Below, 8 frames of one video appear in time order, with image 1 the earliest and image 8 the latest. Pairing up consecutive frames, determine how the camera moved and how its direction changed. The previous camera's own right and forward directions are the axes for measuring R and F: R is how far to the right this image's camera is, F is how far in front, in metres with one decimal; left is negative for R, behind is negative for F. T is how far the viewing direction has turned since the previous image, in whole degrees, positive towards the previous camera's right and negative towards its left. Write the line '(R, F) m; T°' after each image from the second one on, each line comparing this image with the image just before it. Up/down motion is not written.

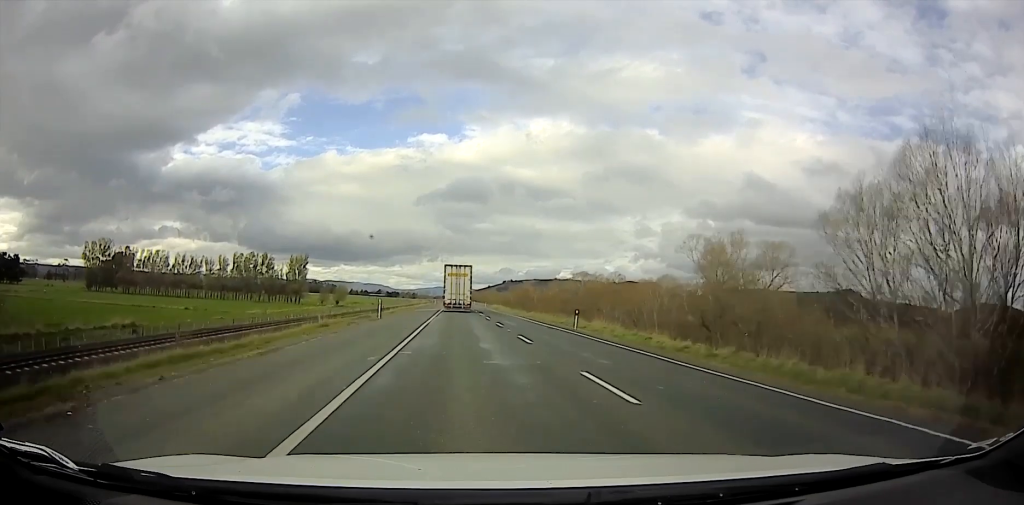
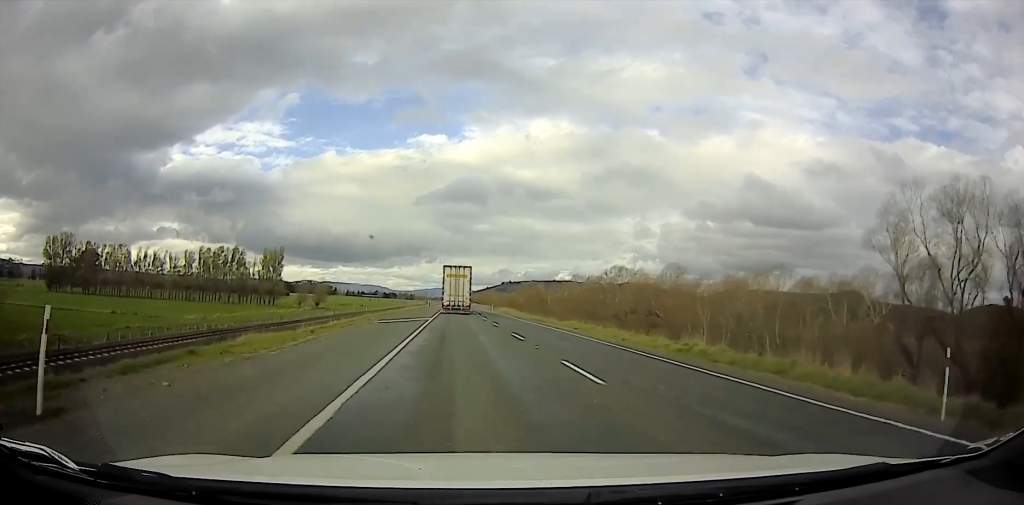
(-0.3, +18.8) m; 0°
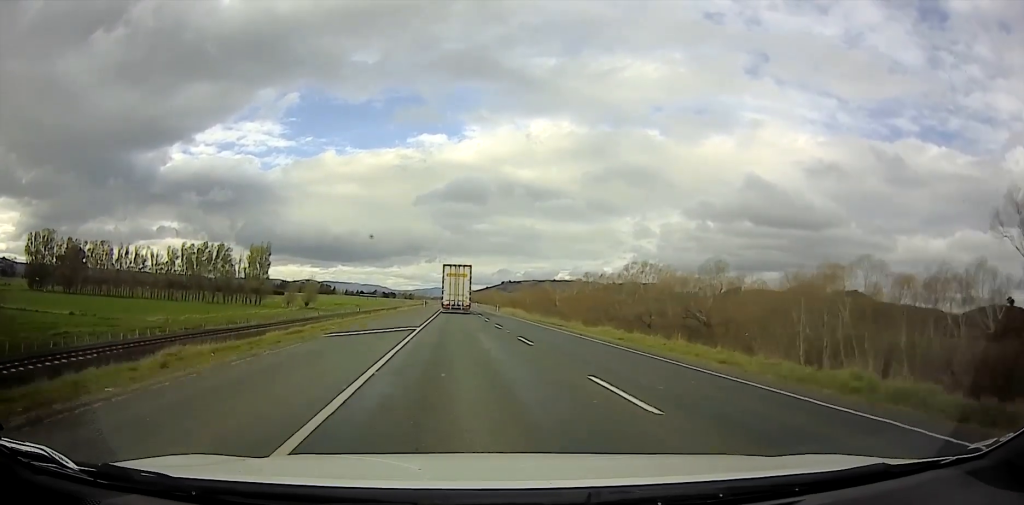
(0.0, +8.4) m; +1°
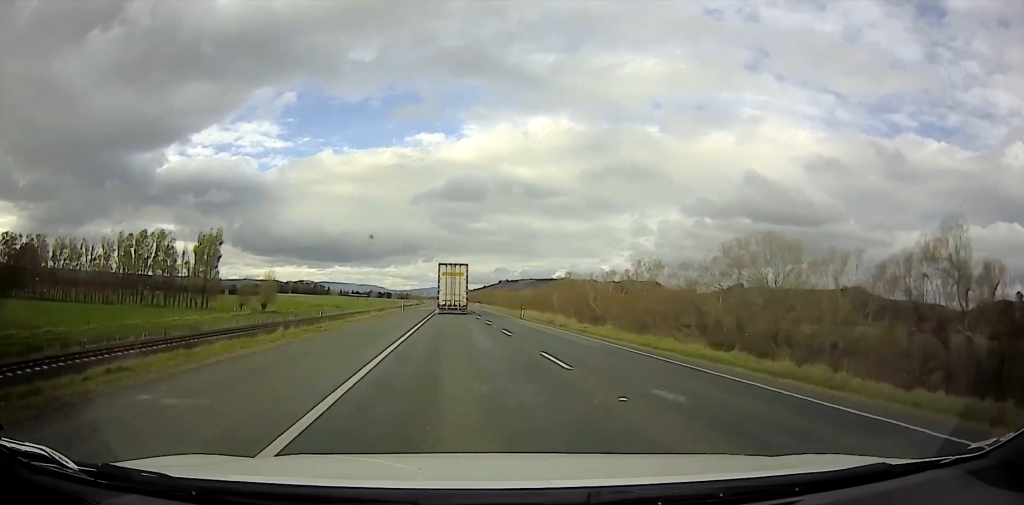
(+0.4, +33.0) m; +1°
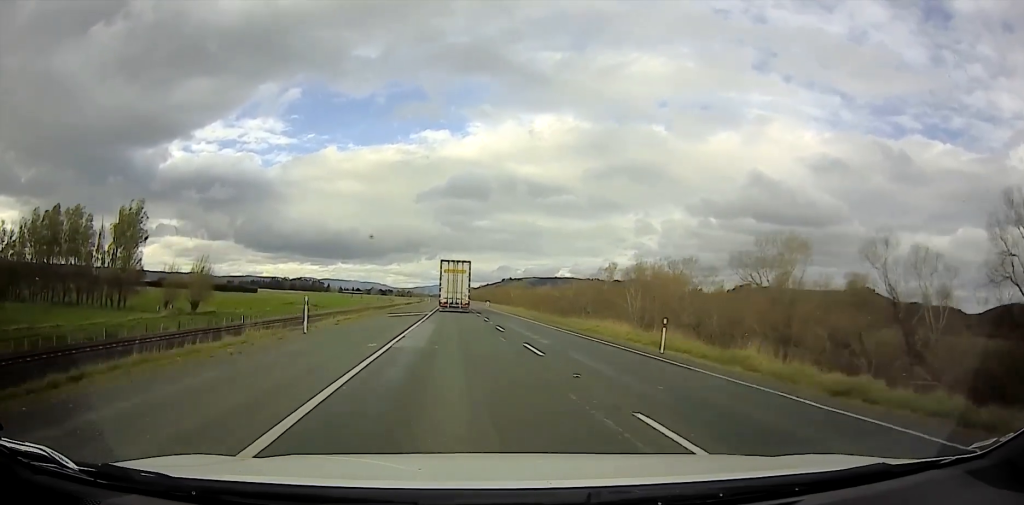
(+0.4, +49.4) m; 0°
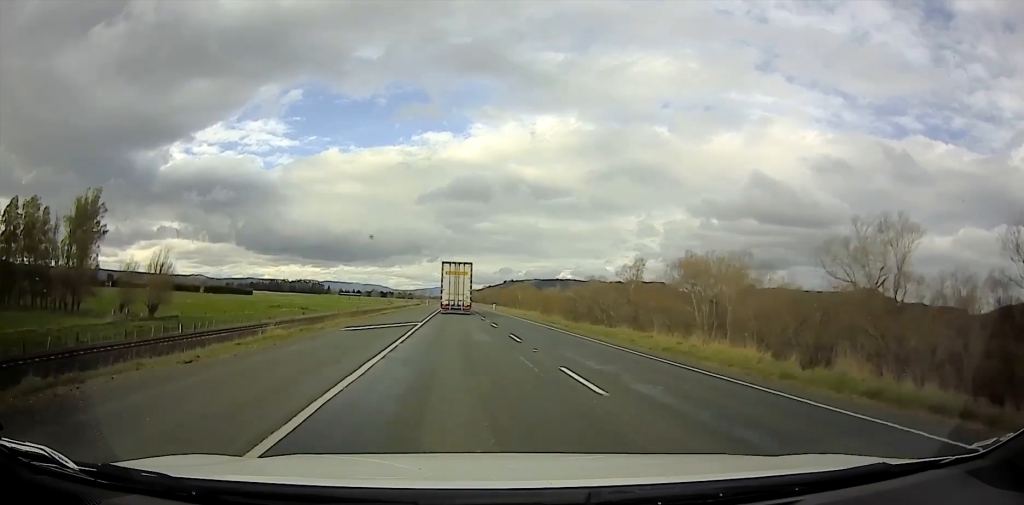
(-0.4, +22.4) m; -1°
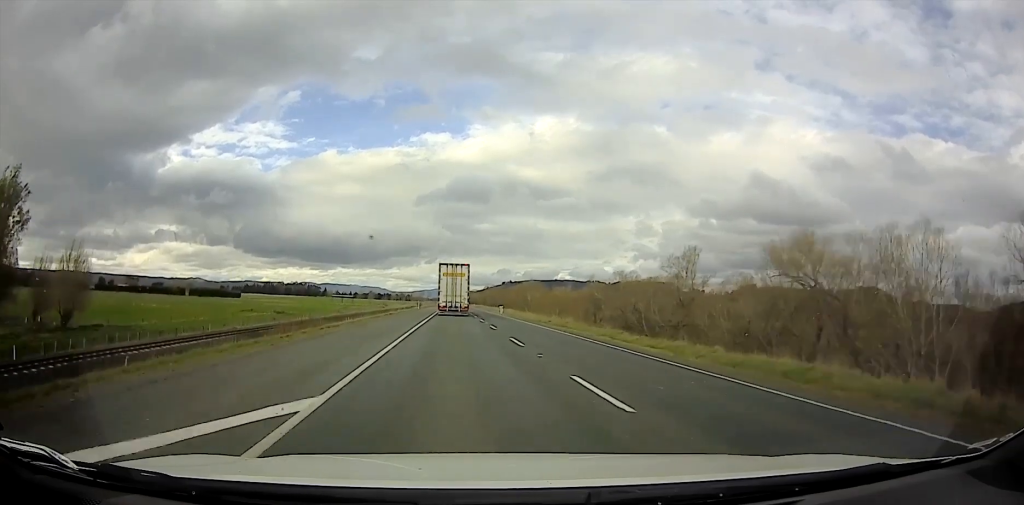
(-0.3, +32.1) m; -1°
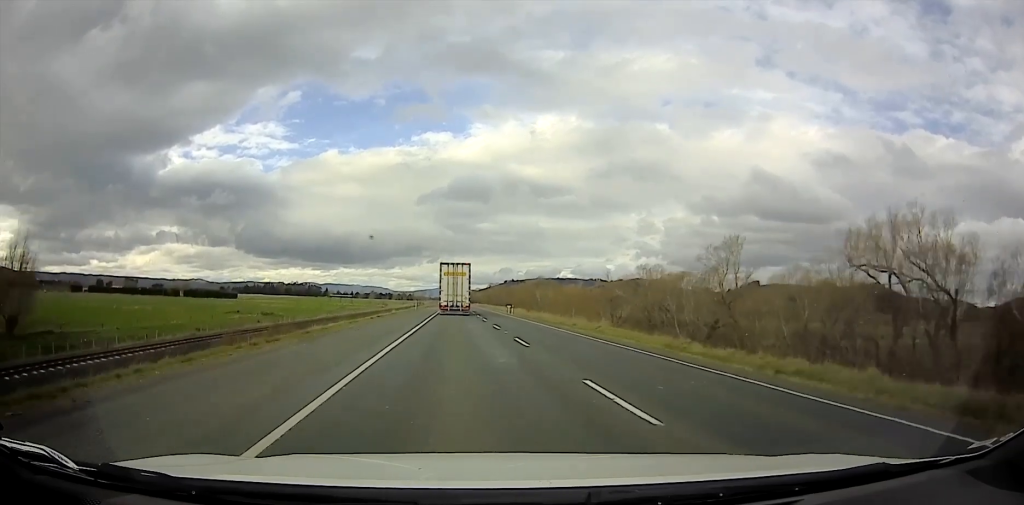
(0.0, +16.7) m; 0°
